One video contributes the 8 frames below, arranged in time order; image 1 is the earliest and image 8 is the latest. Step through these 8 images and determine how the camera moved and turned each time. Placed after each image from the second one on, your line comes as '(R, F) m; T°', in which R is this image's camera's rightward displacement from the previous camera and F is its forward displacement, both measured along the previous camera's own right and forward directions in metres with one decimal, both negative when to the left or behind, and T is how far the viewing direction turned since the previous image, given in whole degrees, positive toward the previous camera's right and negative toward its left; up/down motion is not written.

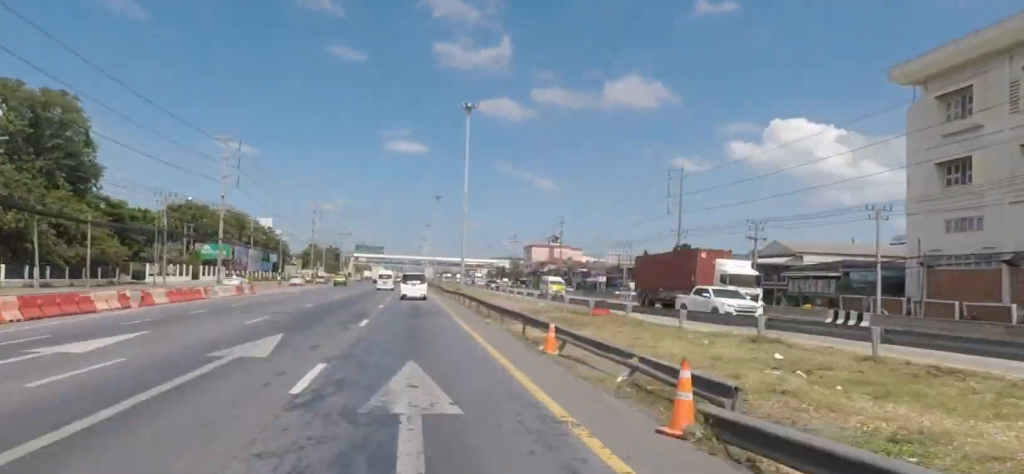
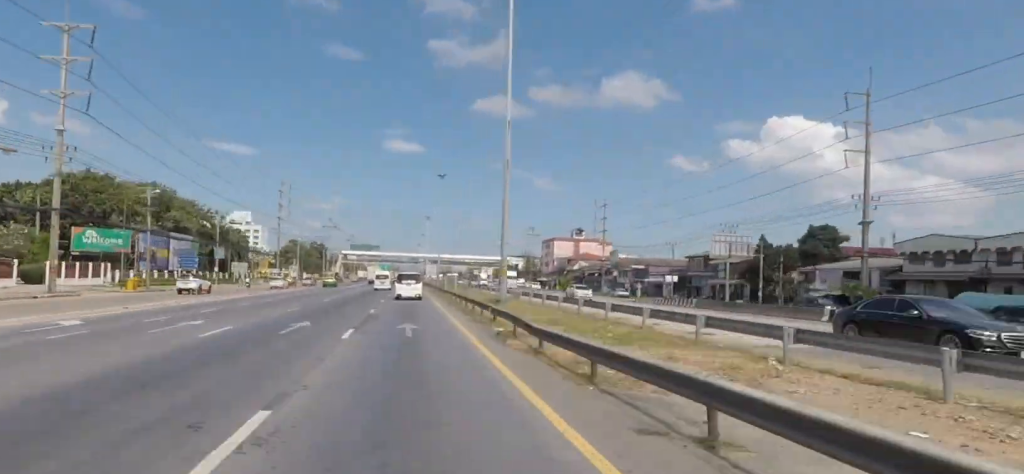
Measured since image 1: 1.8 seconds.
(+0.4, +40.5) m; 0°
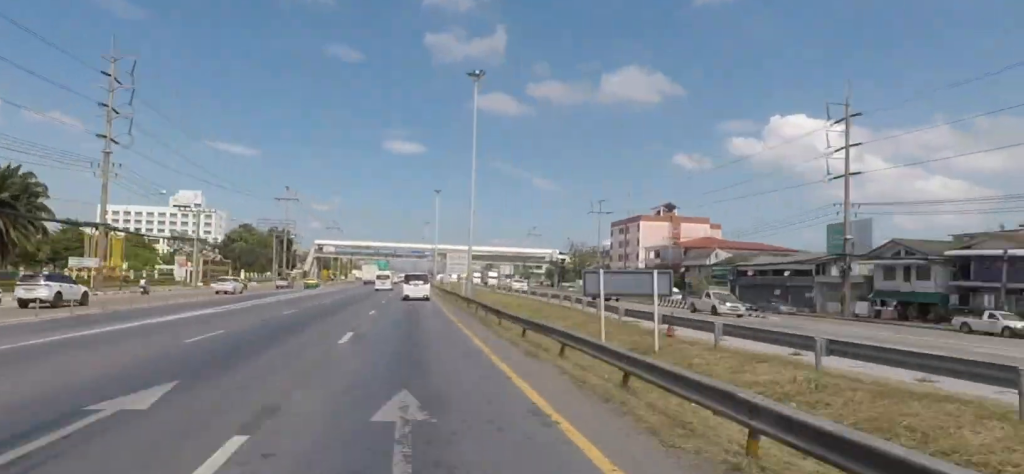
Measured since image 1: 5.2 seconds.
(+0.2, +73.8) m; 0°
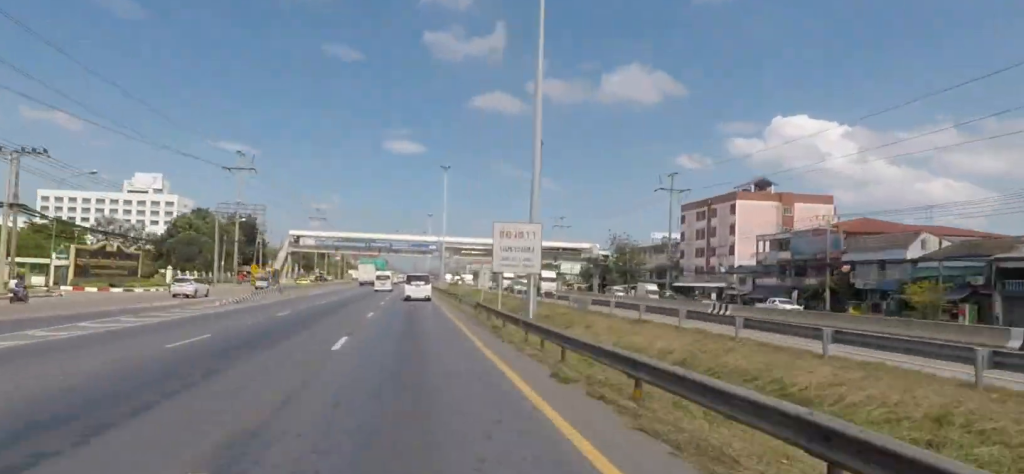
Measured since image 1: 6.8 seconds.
(0.0, +36.9) m; 0°
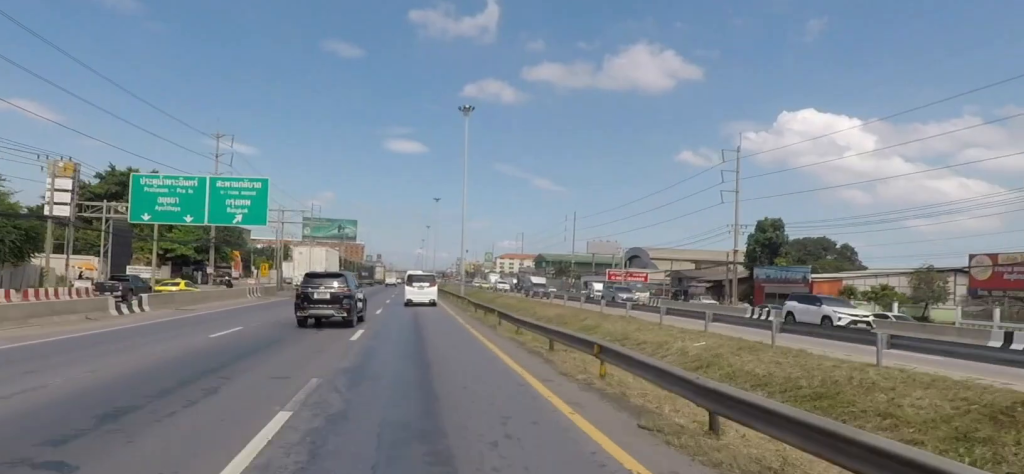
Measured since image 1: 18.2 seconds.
(-2.9, +249.6) m; -1°
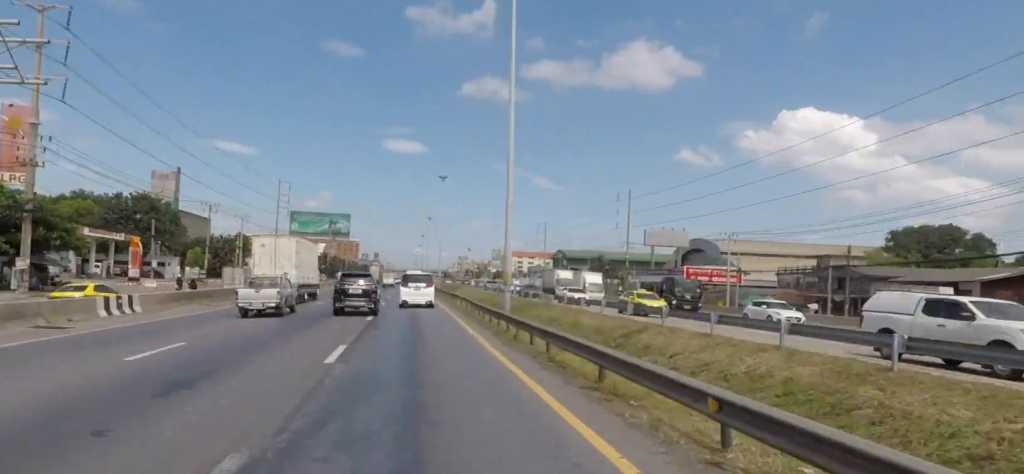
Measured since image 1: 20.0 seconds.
(+0.6, +40.1) m; 0°
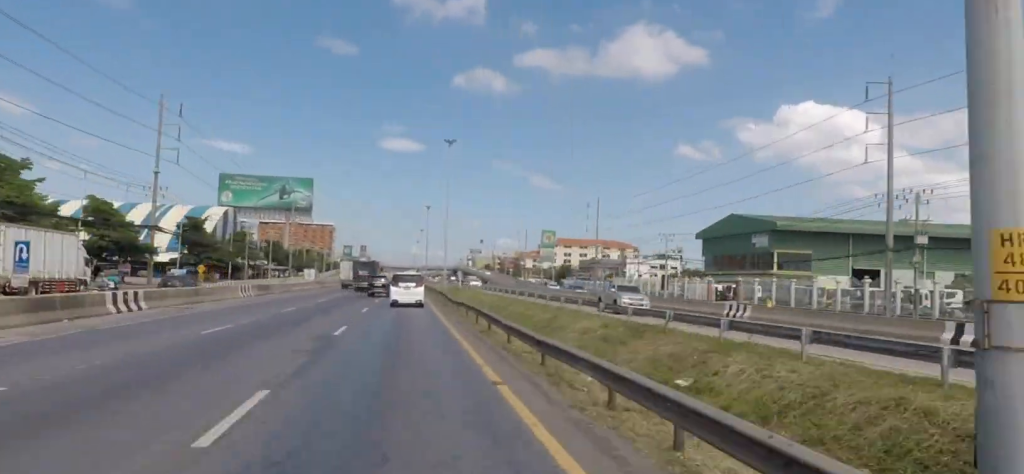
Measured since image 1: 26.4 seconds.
(+1.3, +138.7) m; 0°
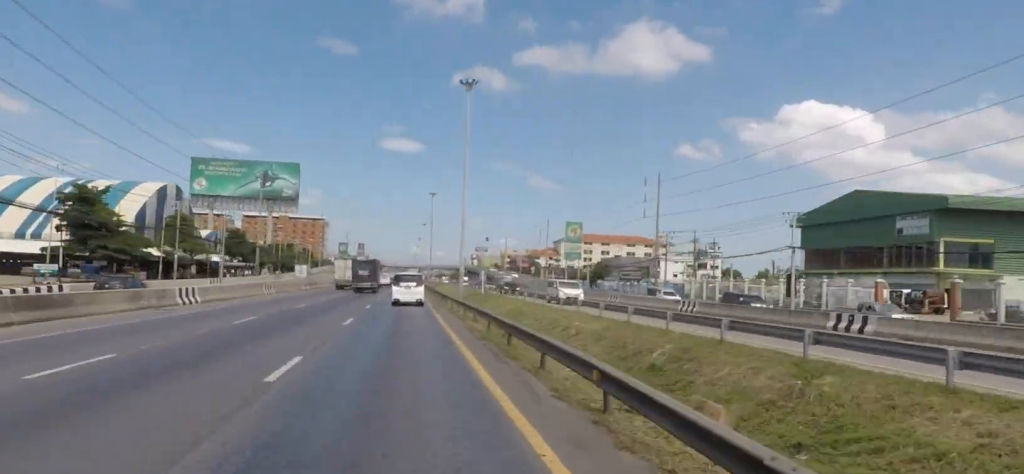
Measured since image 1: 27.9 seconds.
(-0.5, +32.9) m; 0°
